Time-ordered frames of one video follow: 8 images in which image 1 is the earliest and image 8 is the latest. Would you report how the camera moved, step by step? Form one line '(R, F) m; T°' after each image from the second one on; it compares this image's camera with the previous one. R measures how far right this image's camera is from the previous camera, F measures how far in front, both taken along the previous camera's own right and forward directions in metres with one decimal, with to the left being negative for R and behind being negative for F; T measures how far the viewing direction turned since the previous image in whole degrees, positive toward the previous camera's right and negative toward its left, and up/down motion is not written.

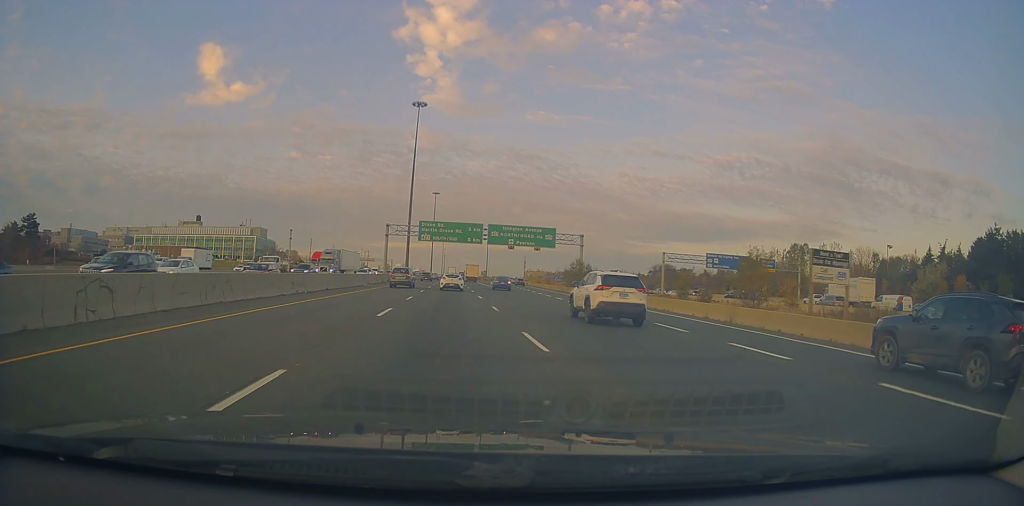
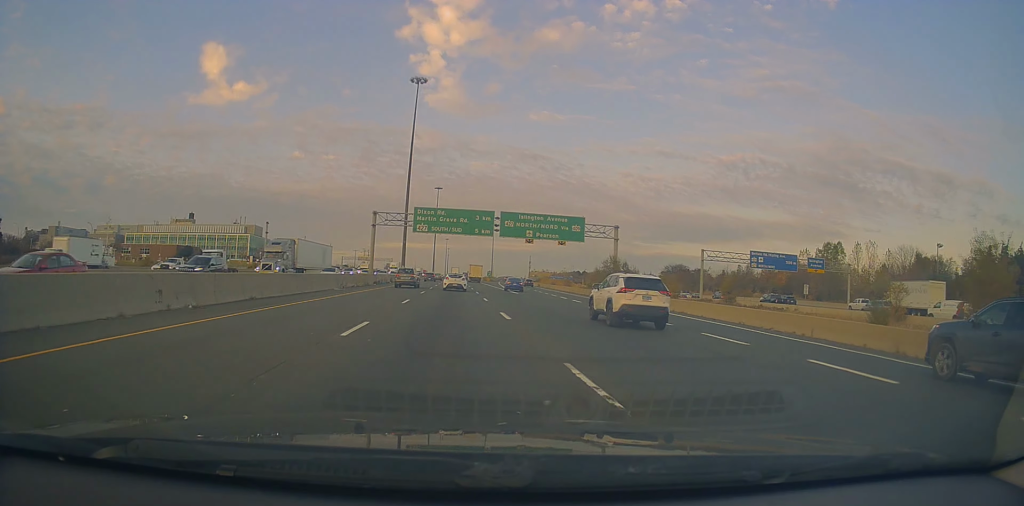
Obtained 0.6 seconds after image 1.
(+0.5, +15.2) m; -1°
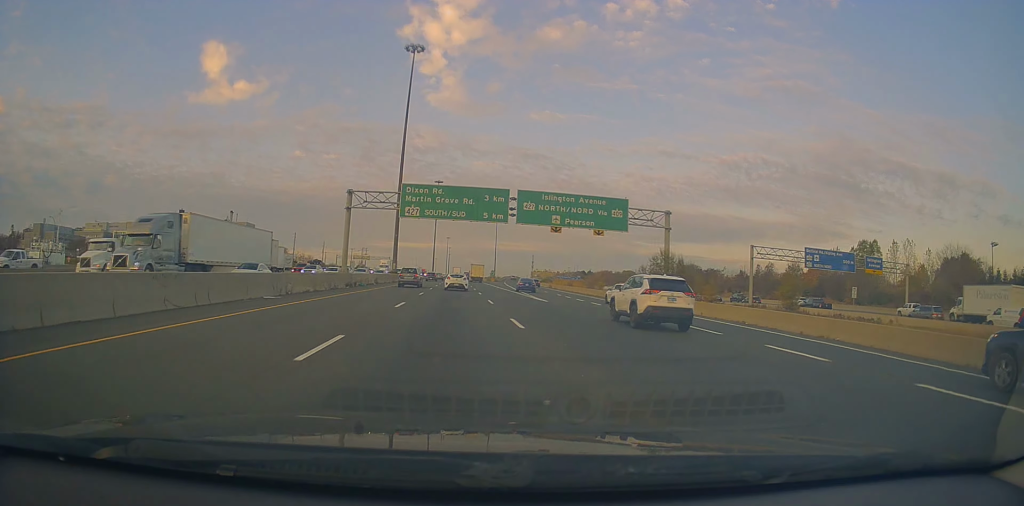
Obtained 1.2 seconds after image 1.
(-0.7, +15.2) m; 0°
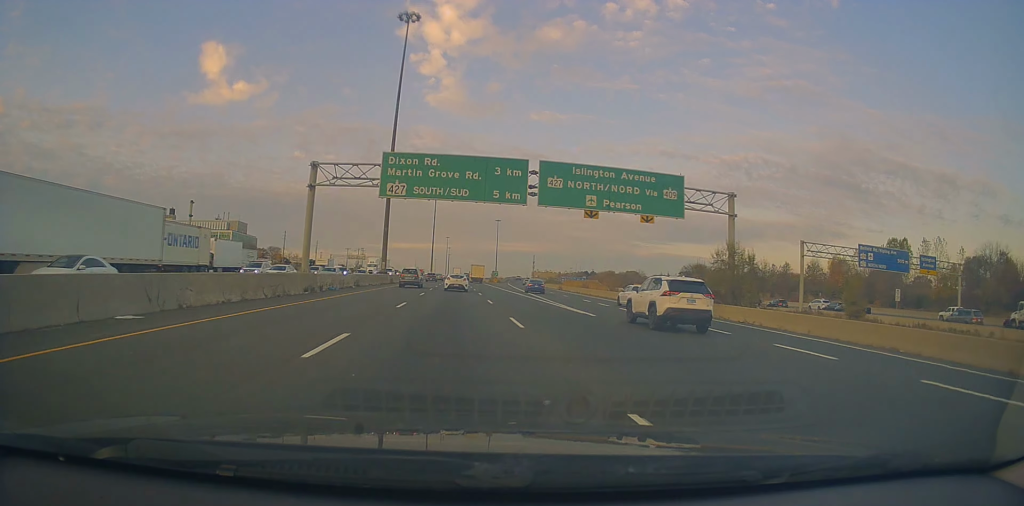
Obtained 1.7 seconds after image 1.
(-0.3, +11.8) m; 0°
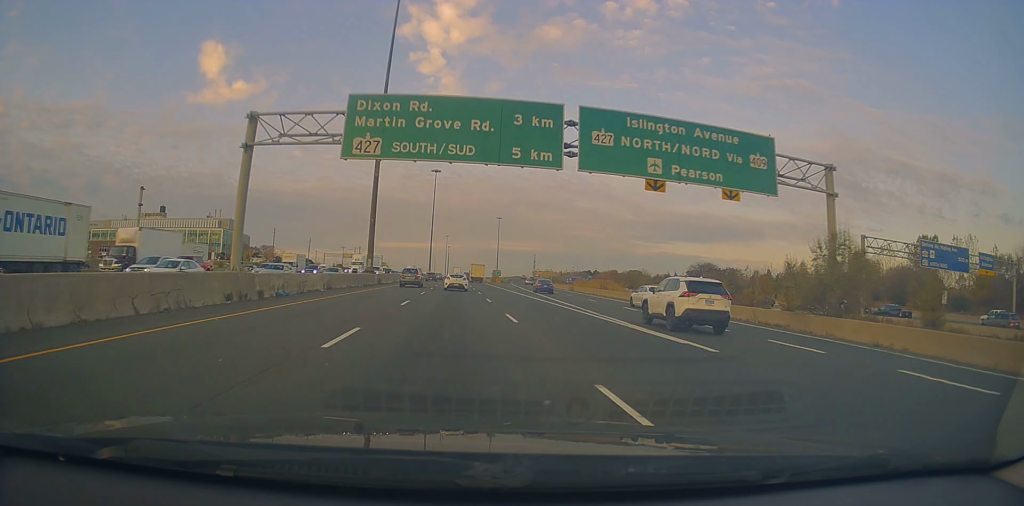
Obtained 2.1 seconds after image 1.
(+0.4, +10.9) m; 0°
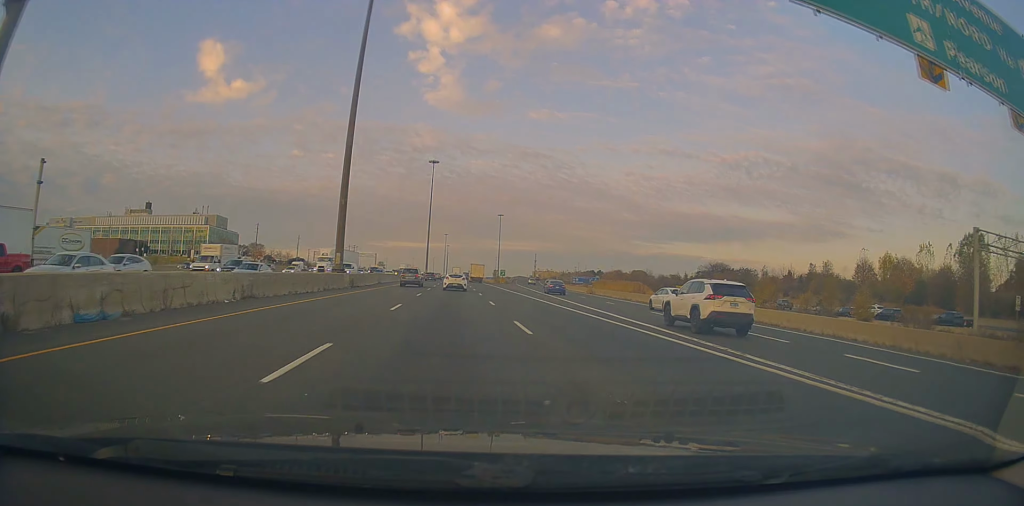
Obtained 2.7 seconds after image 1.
(+0.3, +15.1) m; 0°
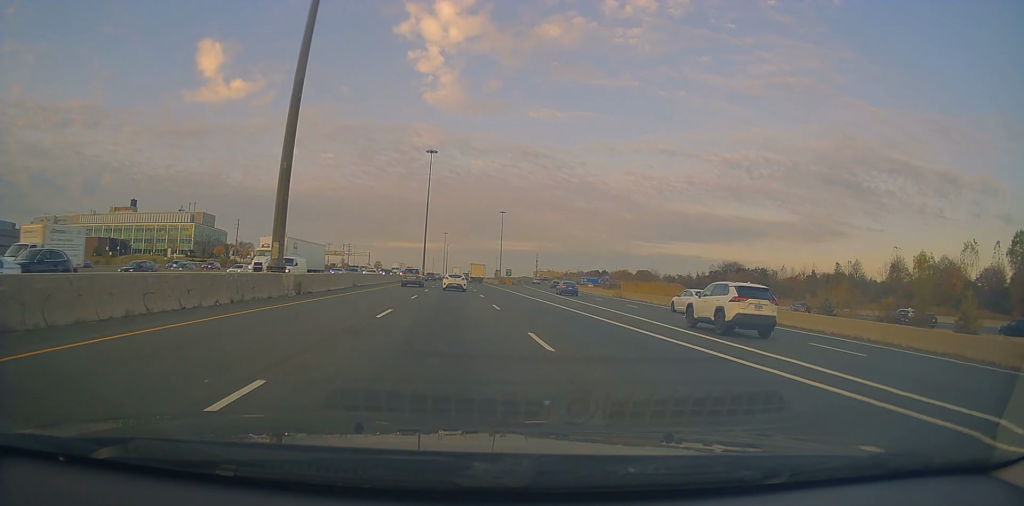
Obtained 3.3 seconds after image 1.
(-0.5, +15.1) m; 0°
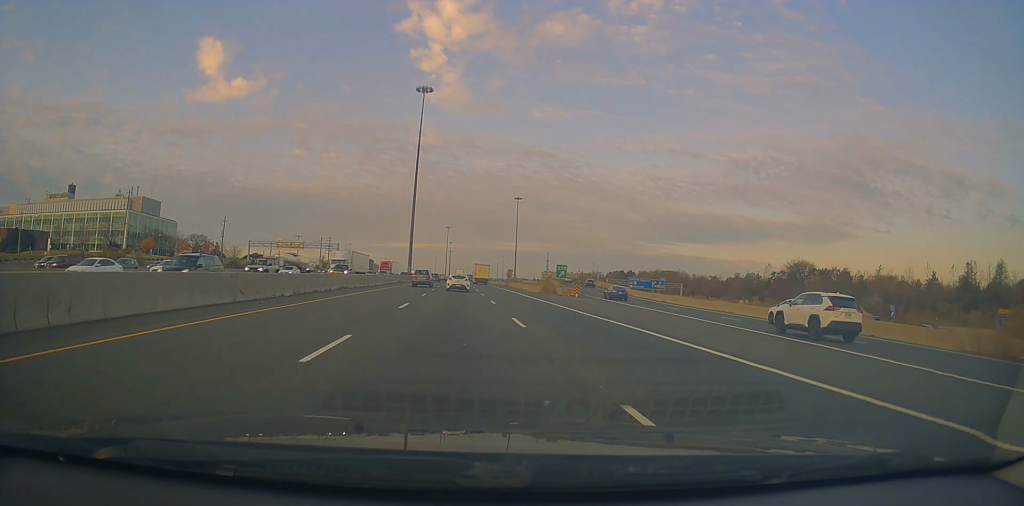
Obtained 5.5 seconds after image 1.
(+0.4, +56.1) m; 0°
